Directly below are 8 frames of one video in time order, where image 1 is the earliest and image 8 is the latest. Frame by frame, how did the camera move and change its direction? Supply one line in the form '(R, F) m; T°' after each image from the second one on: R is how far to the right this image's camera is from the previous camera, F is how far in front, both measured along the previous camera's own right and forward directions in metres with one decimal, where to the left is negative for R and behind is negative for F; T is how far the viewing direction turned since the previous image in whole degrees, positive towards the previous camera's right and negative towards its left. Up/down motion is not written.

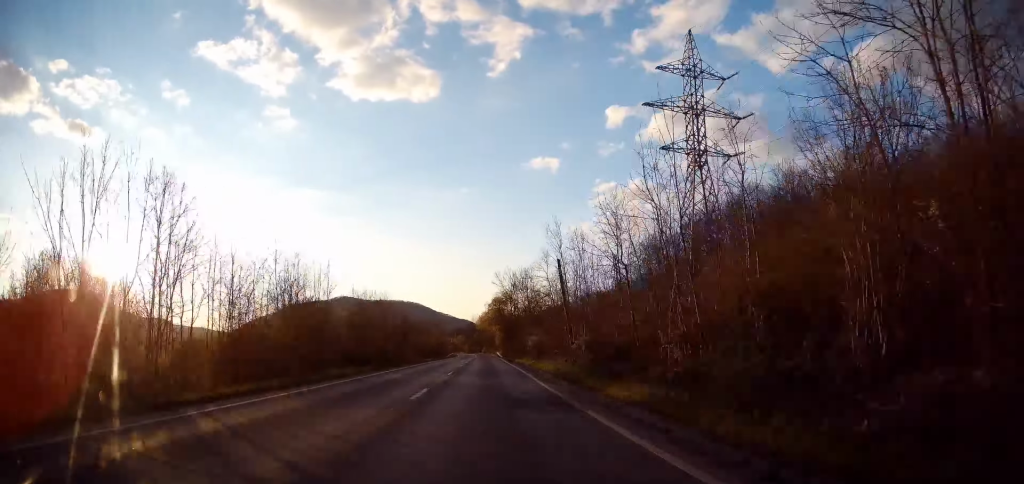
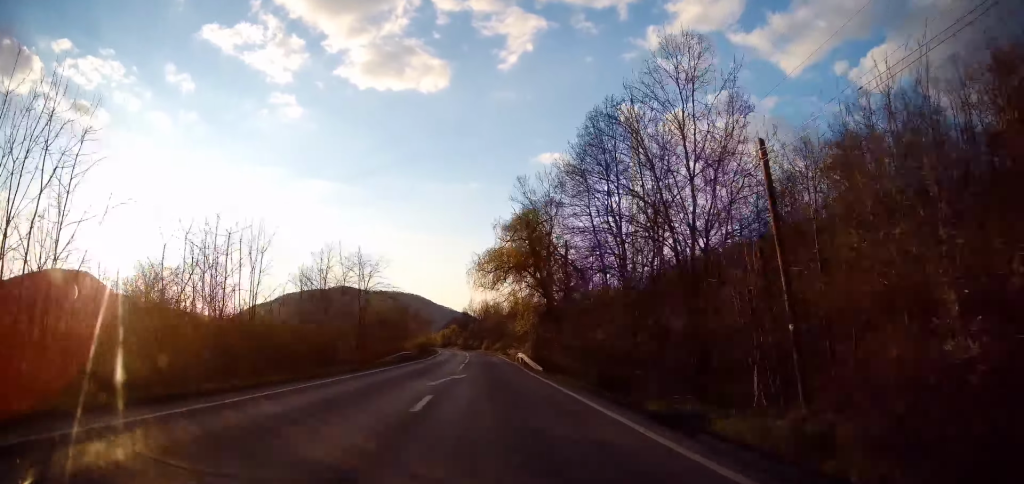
(-0.8, +62.6) m; -1°
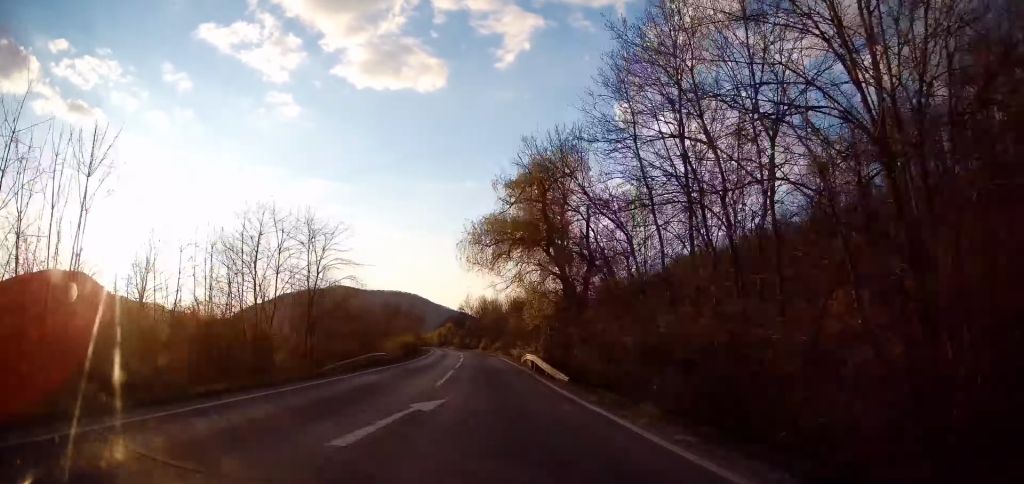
(+0.1, +10.2) m; 0°
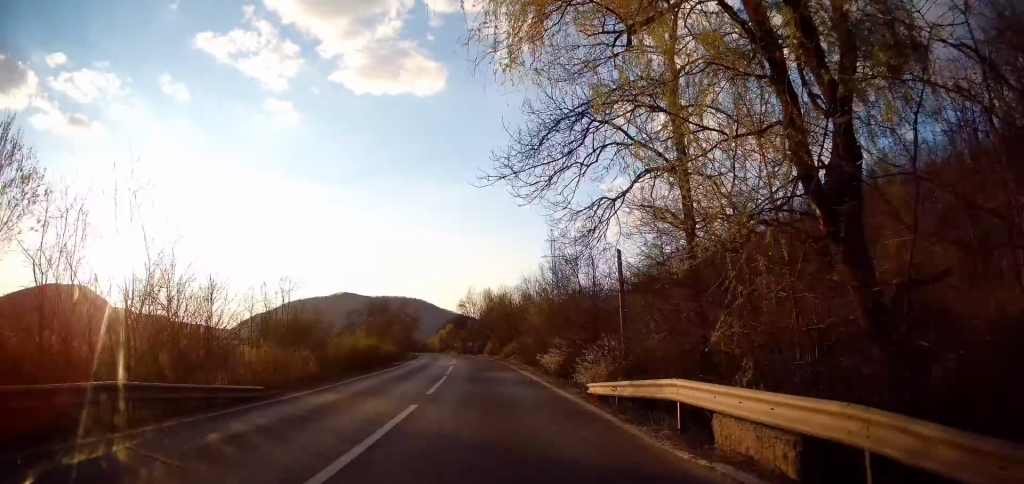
(+0.1, +24.8) m; 0°
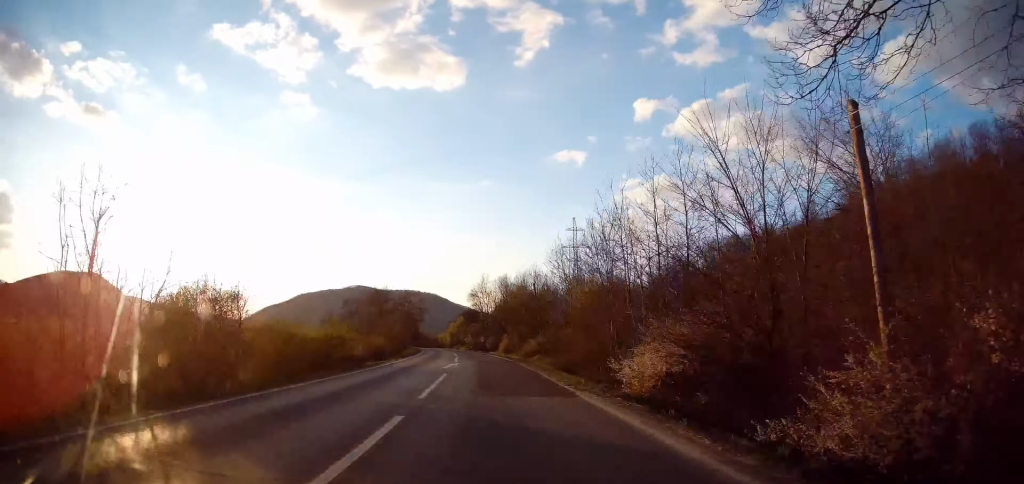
(0.0, +14.6) m; 0°
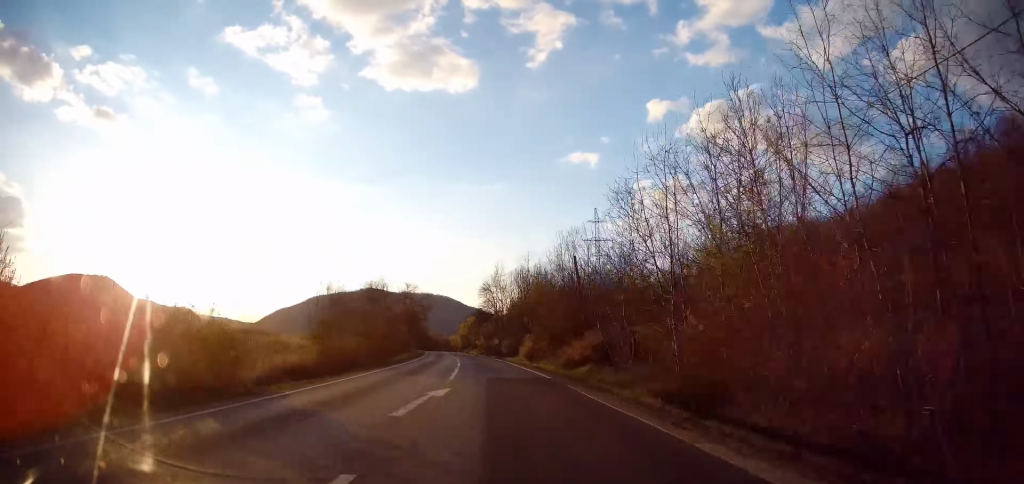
(0.0, +15.5) m; 0°
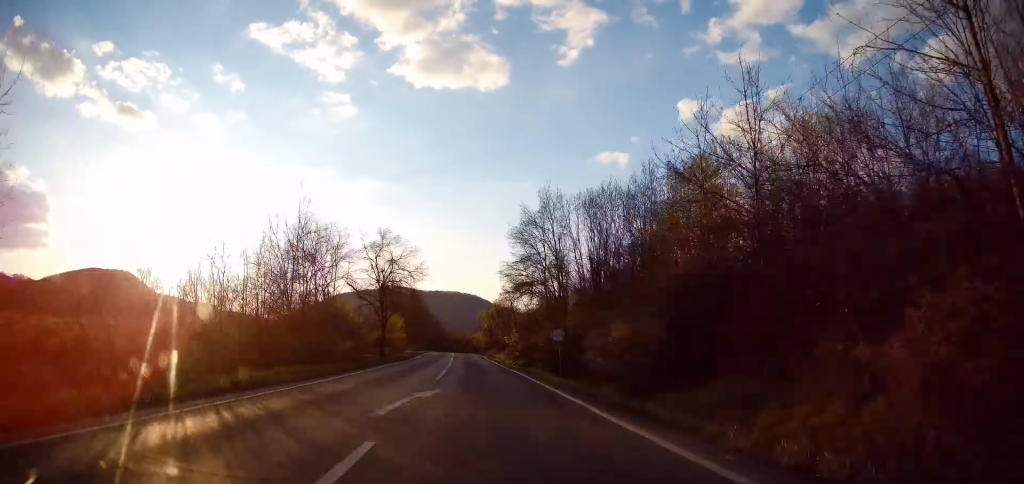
(-1.5, +44.8) m; -4°
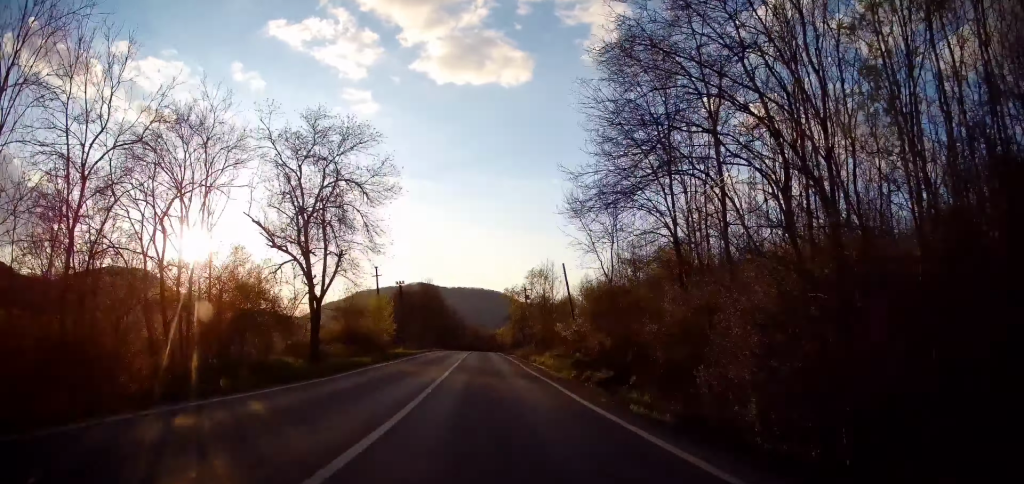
(-0.6, +29.5) m; -2°
